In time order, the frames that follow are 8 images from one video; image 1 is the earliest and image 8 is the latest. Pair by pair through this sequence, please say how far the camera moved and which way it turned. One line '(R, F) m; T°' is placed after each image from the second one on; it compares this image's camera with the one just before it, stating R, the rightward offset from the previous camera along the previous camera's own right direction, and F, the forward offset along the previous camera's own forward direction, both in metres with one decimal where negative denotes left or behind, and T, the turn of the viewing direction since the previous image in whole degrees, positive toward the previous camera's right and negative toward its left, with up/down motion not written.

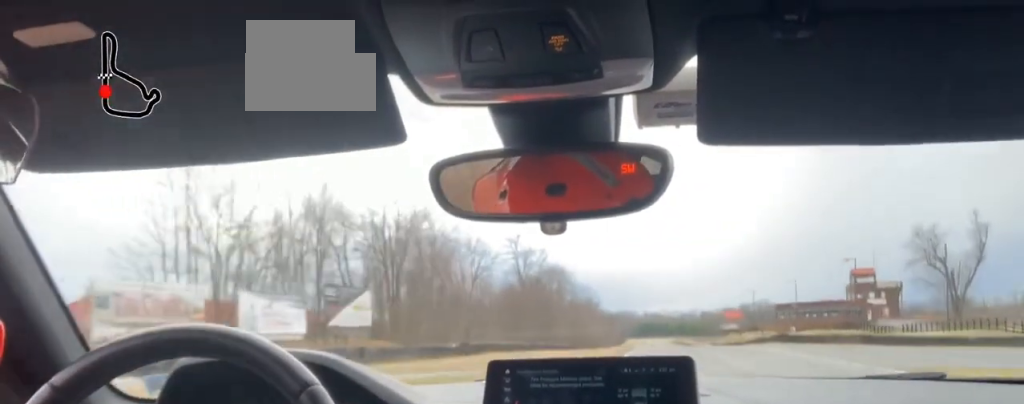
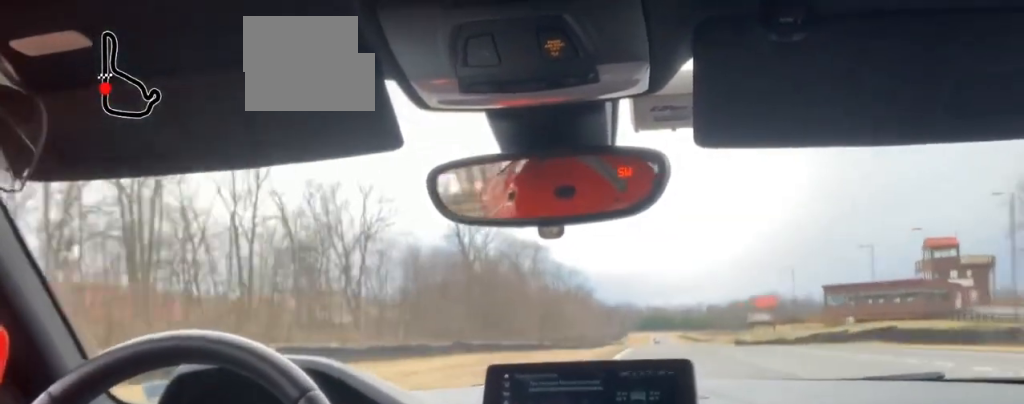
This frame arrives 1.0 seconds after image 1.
(-0.1, +46.7) m; -1°
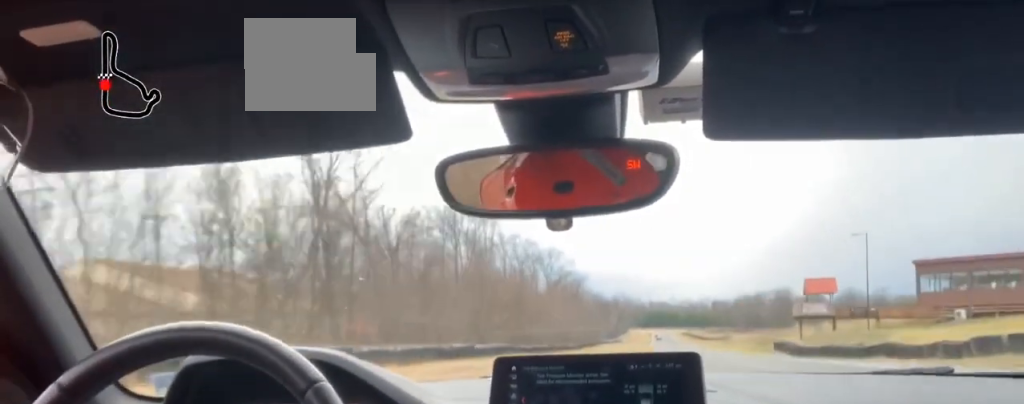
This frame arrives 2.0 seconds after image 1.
(-0.8, +45.2) m; 0°
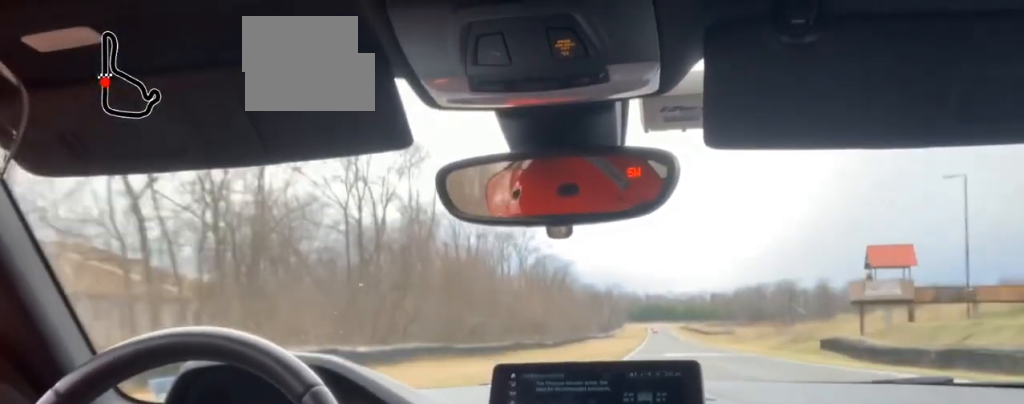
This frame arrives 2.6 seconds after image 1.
(+0.3, +30.1) m; 0°
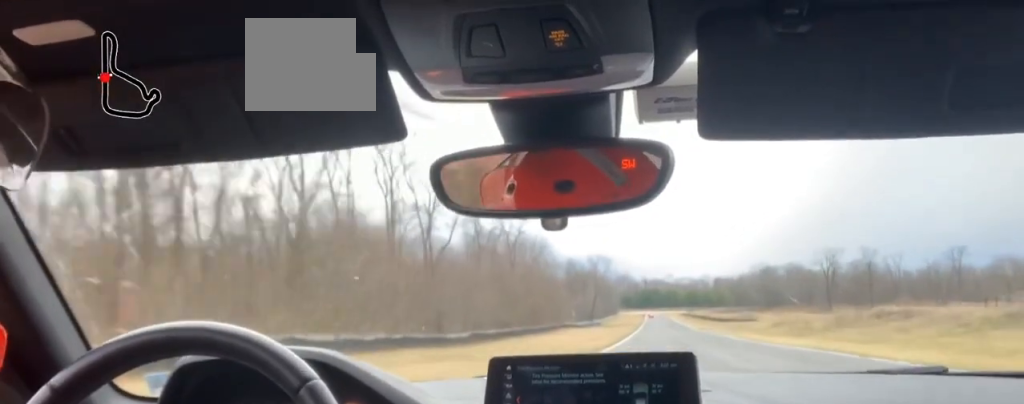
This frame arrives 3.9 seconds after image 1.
(+0.5, +66.9) m; 0°
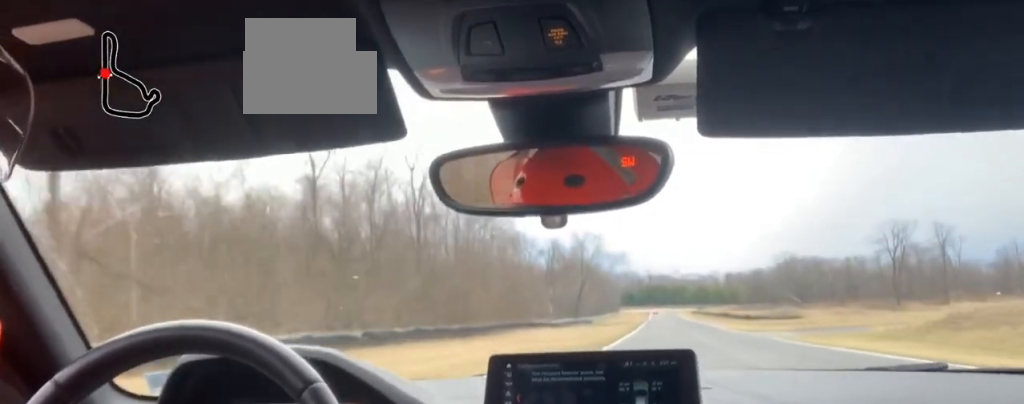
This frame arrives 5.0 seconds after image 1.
(-0.2, +58.7) m; -1°
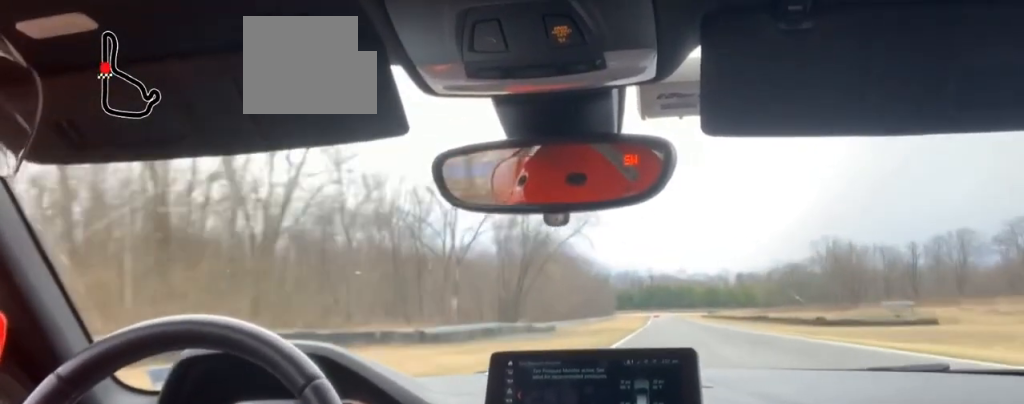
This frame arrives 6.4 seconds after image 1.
(-0.3, +77.9) m; 0°
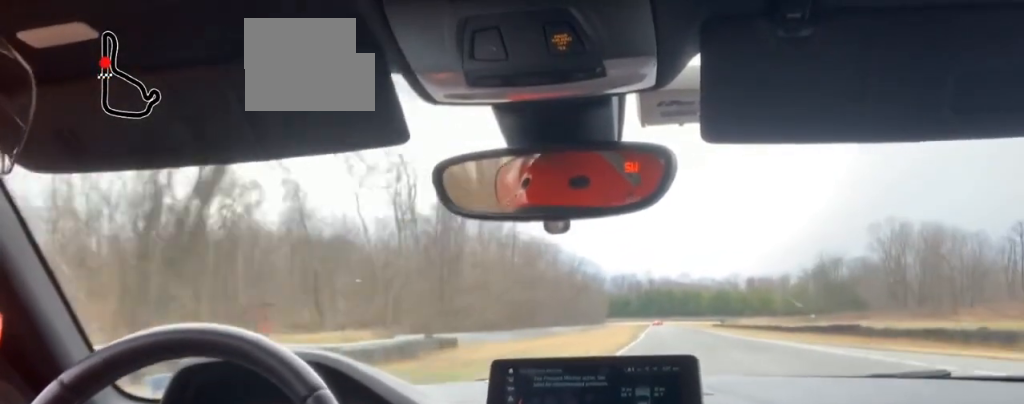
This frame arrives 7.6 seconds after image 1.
(+0.1, +69.1) m; 0°
